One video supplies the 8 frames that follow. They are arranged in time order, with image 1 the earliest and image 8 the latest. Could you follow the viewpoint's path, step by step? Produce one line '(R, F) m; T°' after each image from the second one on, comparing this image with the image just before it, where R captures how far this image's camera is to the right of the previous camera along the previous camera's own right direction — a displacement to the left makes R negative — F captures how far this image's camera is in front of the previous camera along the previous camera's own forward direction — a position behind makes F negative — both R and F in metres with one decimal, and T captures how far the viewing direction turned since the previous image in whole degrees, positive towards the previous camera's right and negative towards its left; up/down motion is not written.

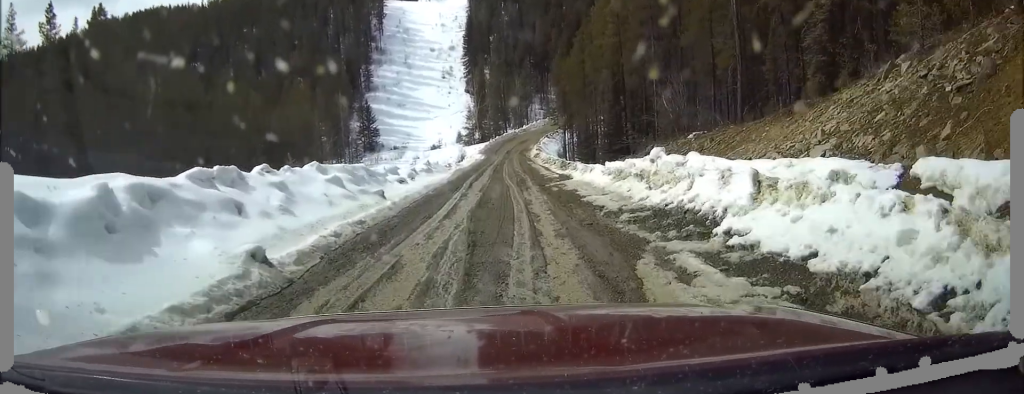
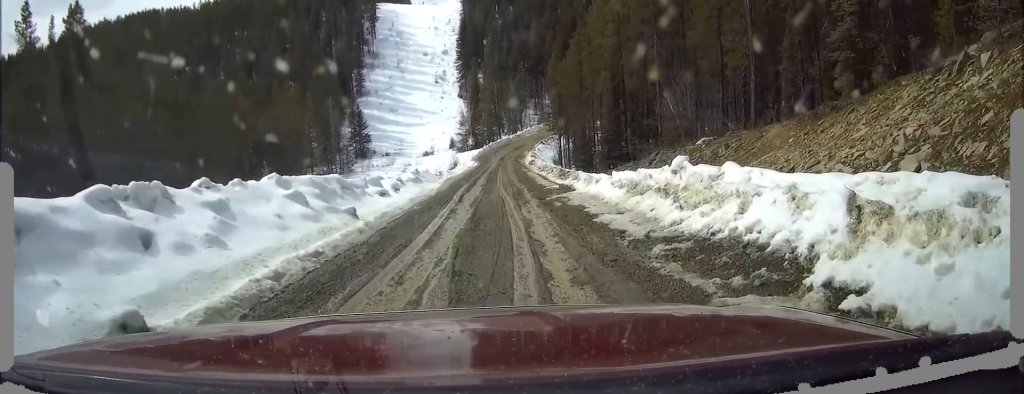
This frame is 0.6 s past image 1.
(0.0, +2.9) m; 0°
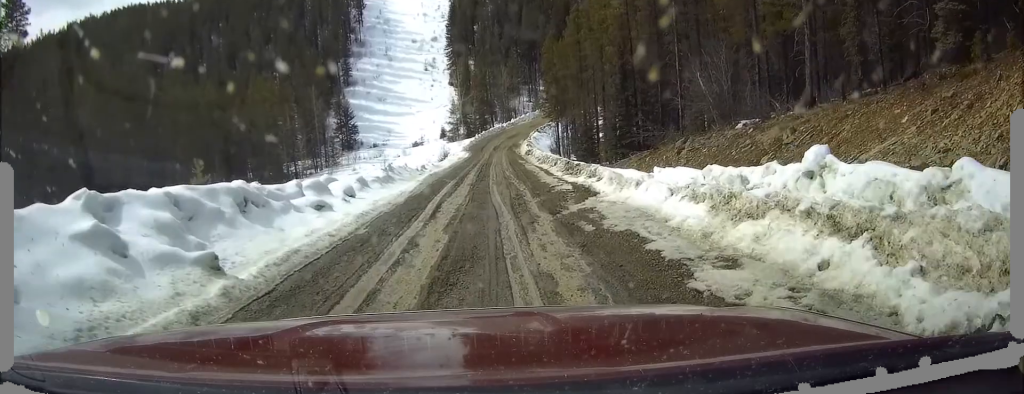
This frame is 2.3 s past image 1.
(-0.1, +6.7) m; -1°
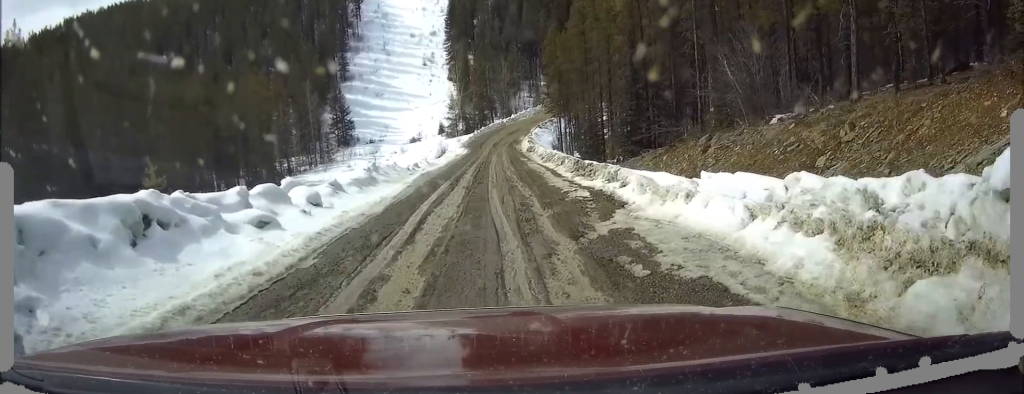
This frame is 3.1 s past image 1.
(0.0, +3.2) m; 0°
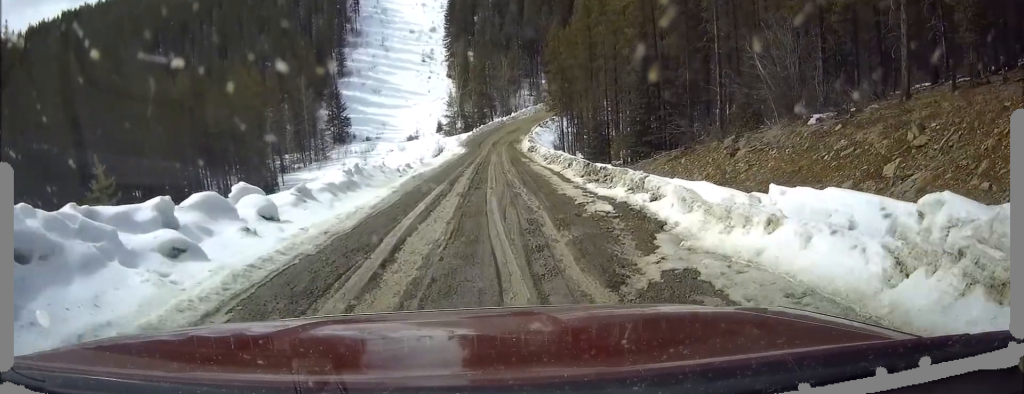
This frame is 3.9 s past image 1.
(0.0, +2.7) m; -1°
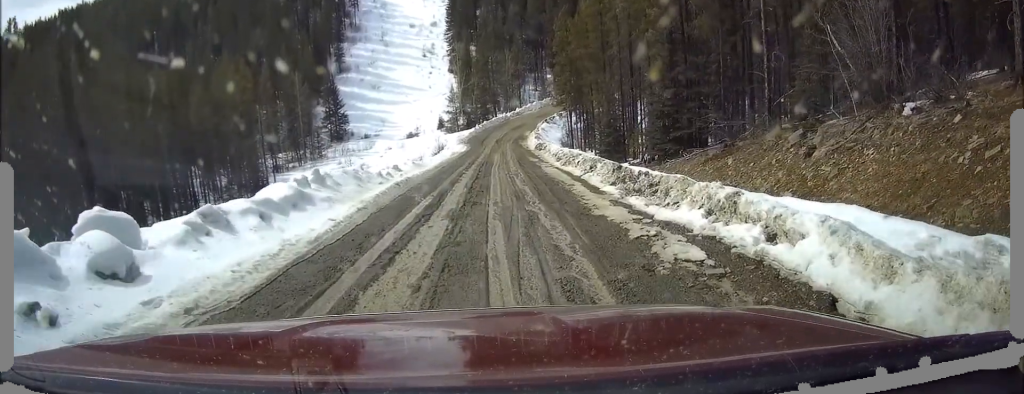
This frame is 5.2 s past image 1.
(-0.1, +4.4) m; +3°
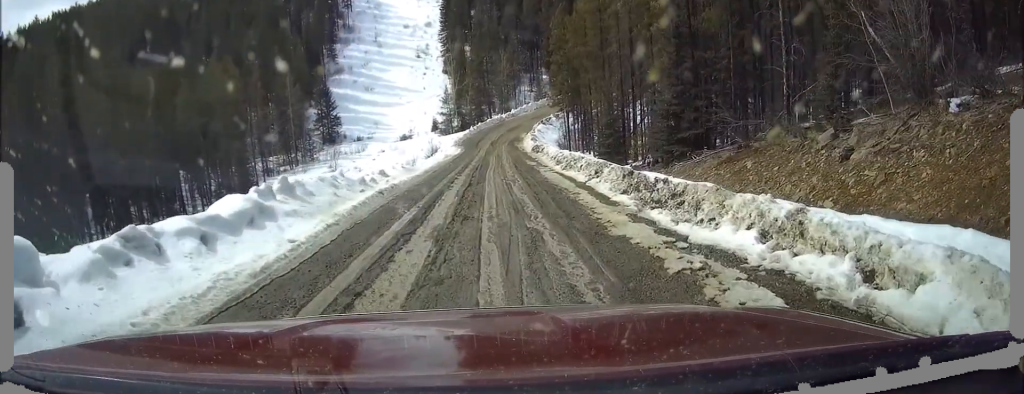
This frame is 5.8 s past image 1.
(+0.1, +1.9) m; +1°
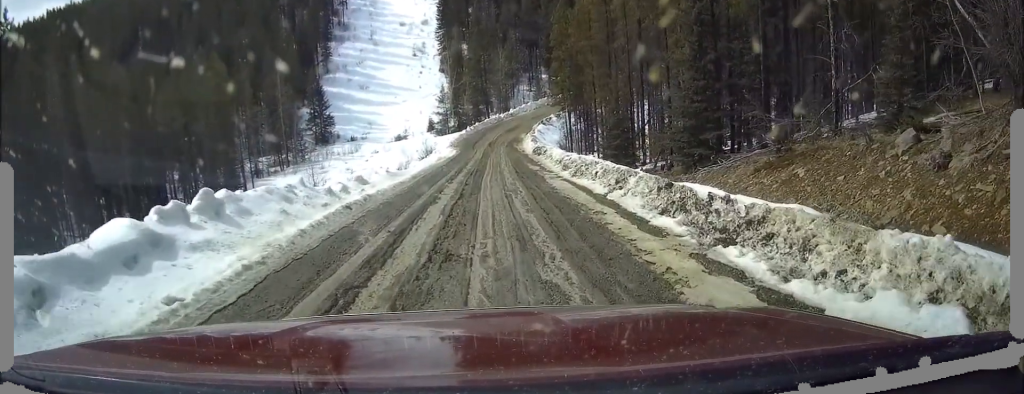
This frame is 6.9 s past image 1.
(+0.1, +3.4) m; -2°
